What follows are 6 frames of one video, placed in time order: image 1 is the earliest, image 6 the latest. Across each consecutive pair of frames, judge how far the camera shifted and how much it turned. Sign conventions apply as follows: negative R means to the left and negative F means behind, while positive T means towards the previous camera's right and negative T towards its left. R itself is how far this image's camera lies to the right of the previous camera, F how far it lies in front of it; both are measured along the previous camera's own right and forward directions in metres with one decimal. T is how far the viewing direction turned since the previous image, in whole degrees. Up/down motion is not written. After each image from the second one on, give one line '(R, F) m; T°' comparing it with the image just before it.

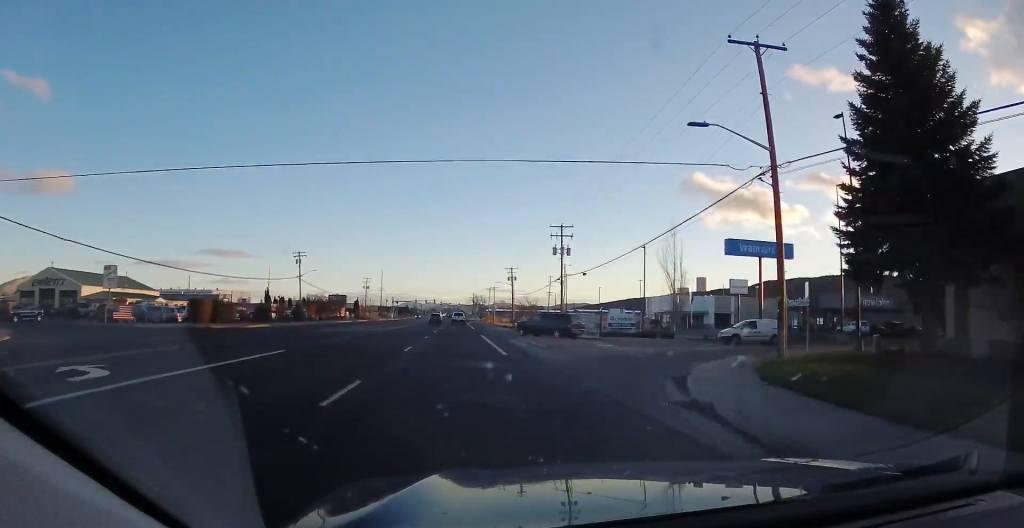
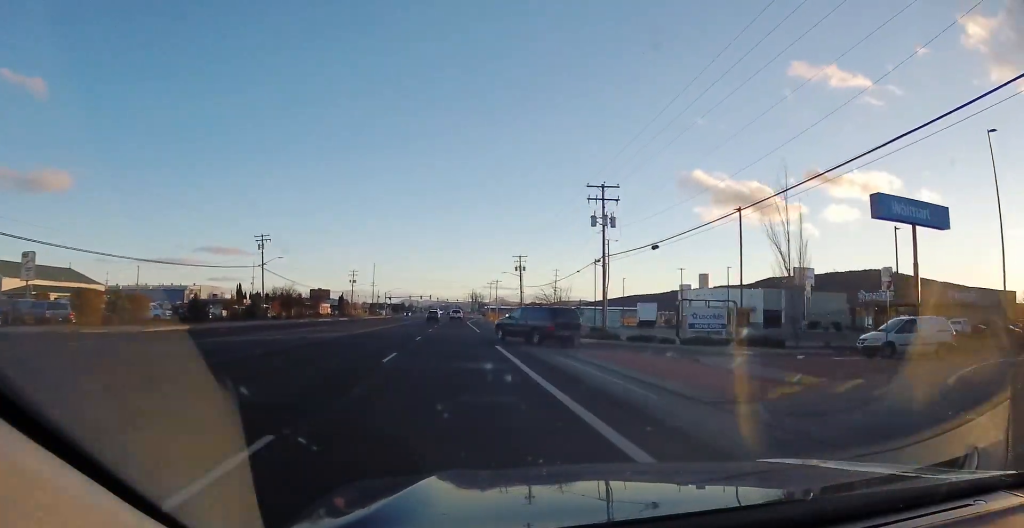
(0.0, +17.7) m; -1°
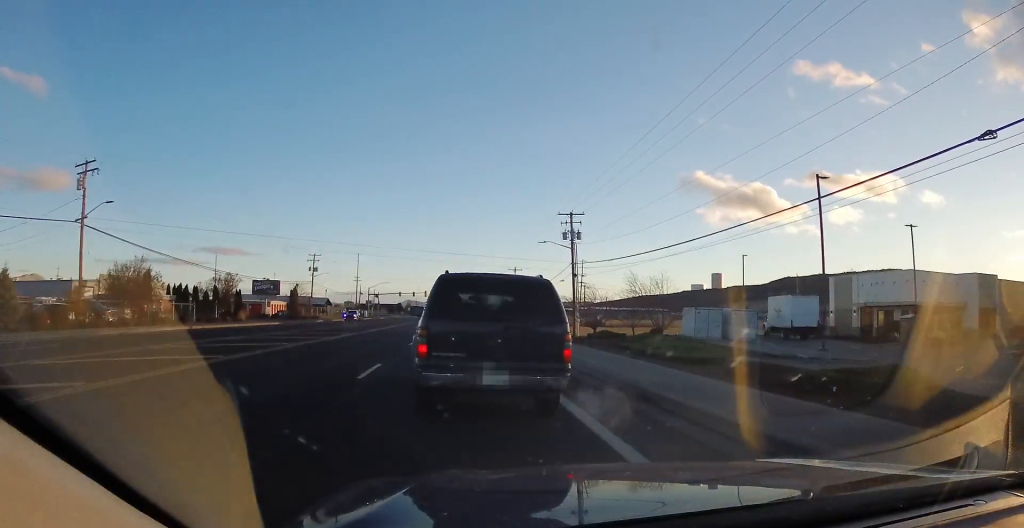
(+0.1, +42.9) m; +1°
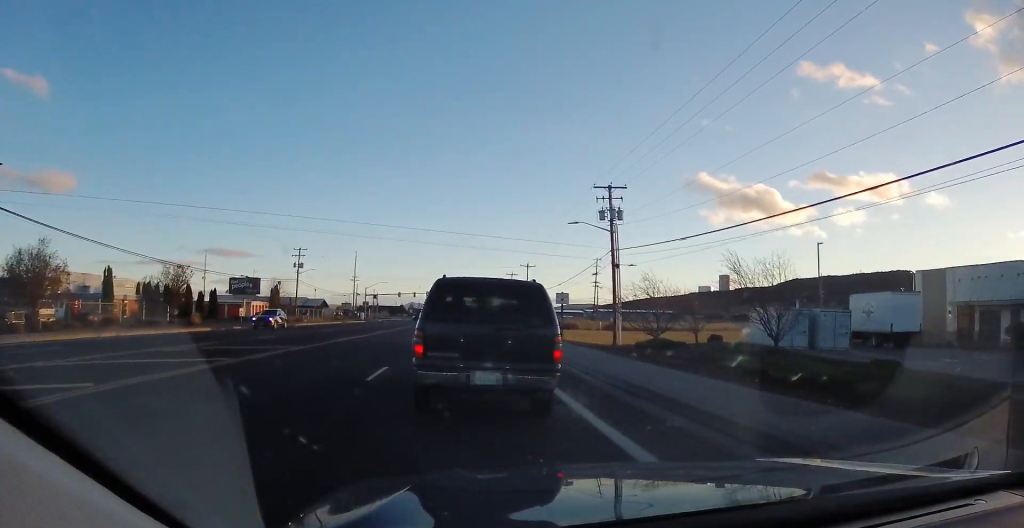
(-0.1, +12.8) m; -2°
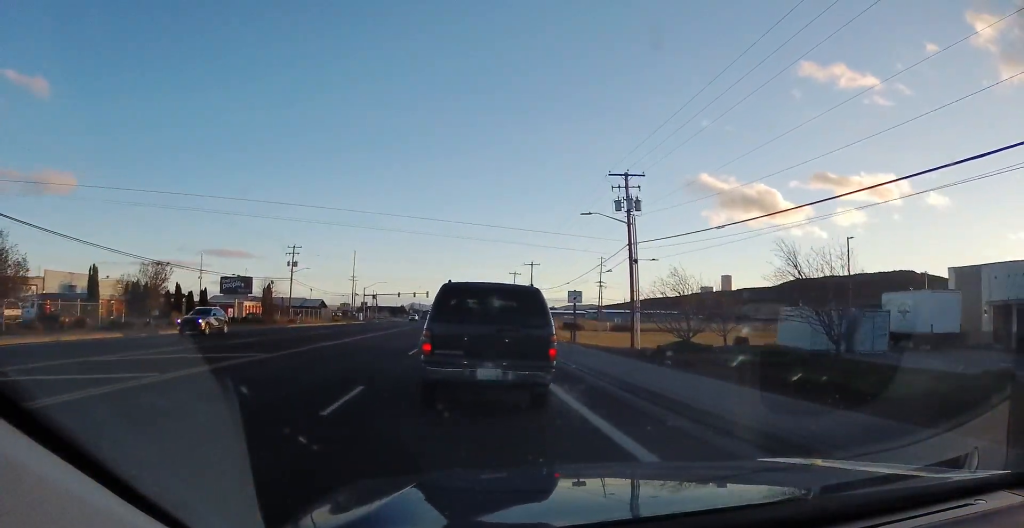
(-0.2, +3.8) m; 0°
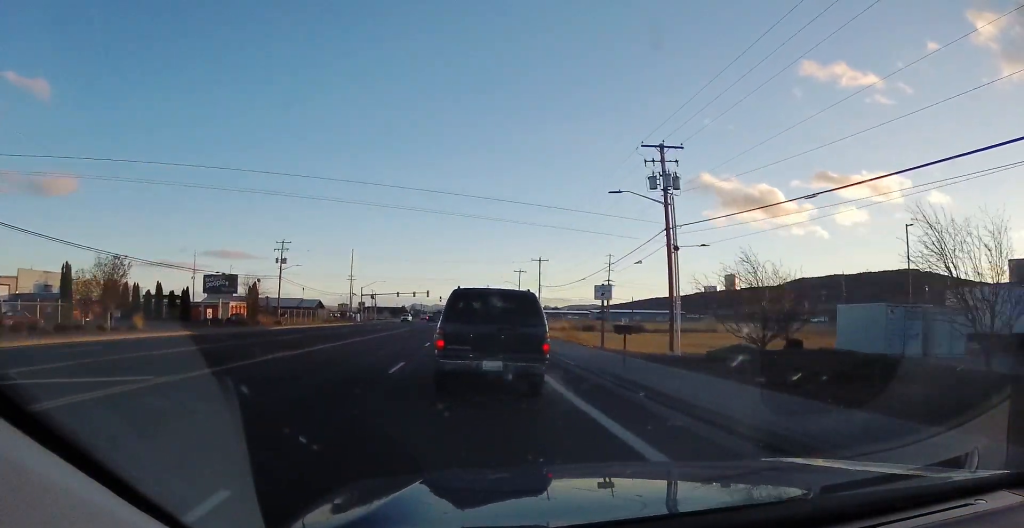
(-0.1, +6.2) m; 0°
